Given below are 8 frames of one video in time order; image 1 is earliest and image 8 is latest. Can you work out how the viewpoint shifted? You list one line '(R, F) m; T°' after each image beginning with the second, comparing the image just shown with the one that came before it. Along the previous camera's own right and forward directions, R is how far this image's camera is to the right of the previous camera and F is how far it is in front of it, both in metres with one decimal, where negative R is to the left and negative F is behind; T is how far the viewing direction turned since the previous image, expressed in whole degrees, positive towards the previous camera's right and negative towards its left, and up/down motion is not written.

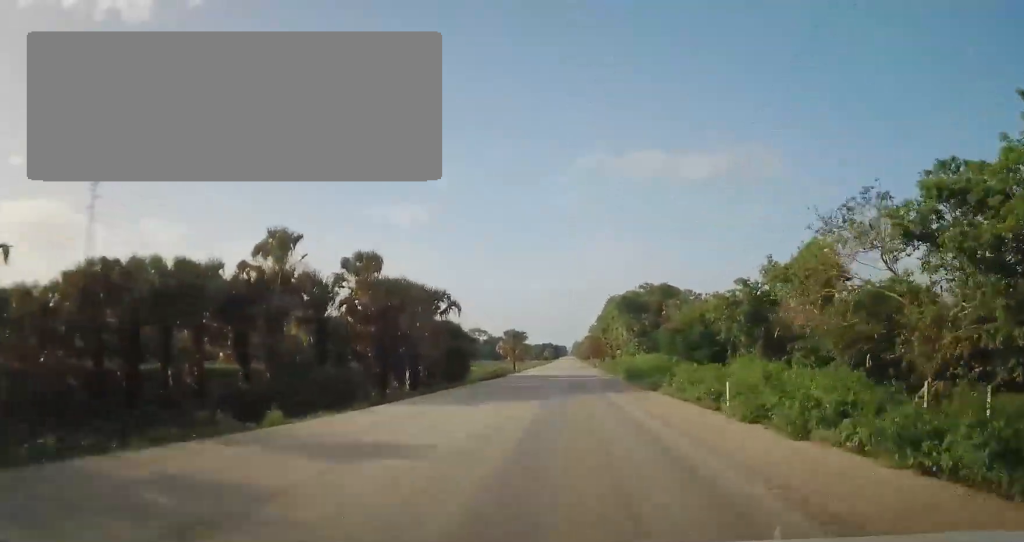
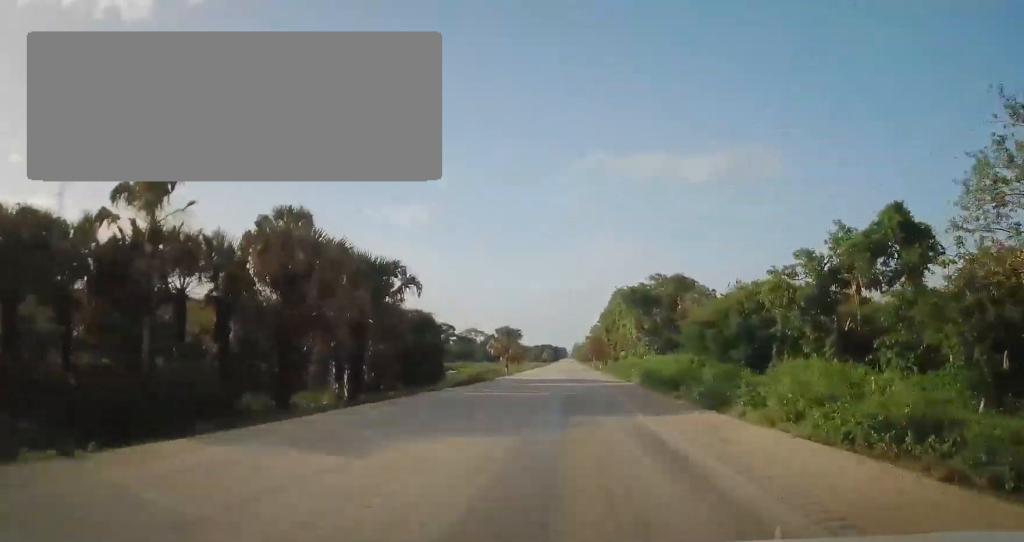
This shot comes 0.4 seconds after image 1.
(-0.2, +12.0) m; 0°
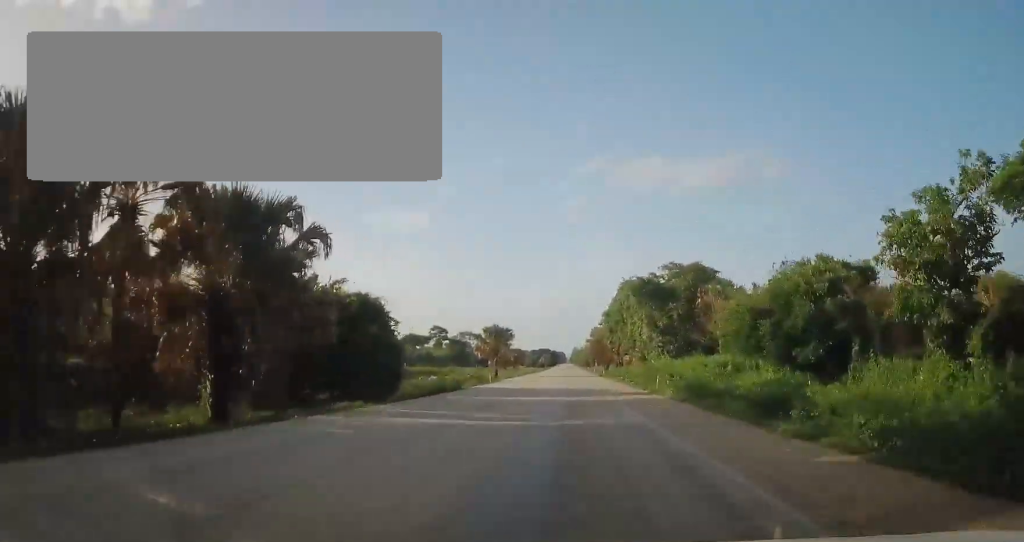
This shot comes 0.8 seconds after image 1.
(-0.1, +12.5) m; -1°
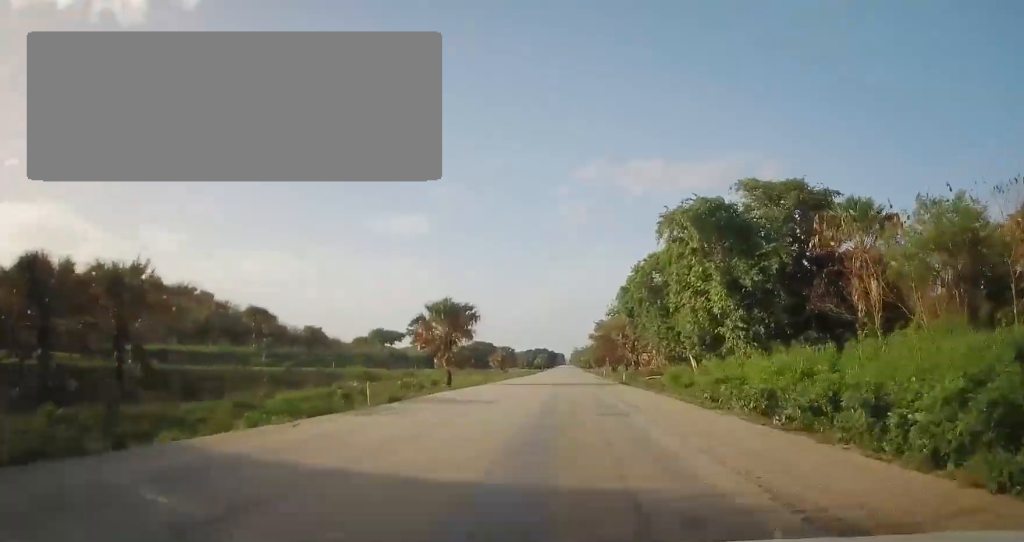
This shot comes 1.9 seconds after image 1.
(-0.1, +31.9) m; 0°
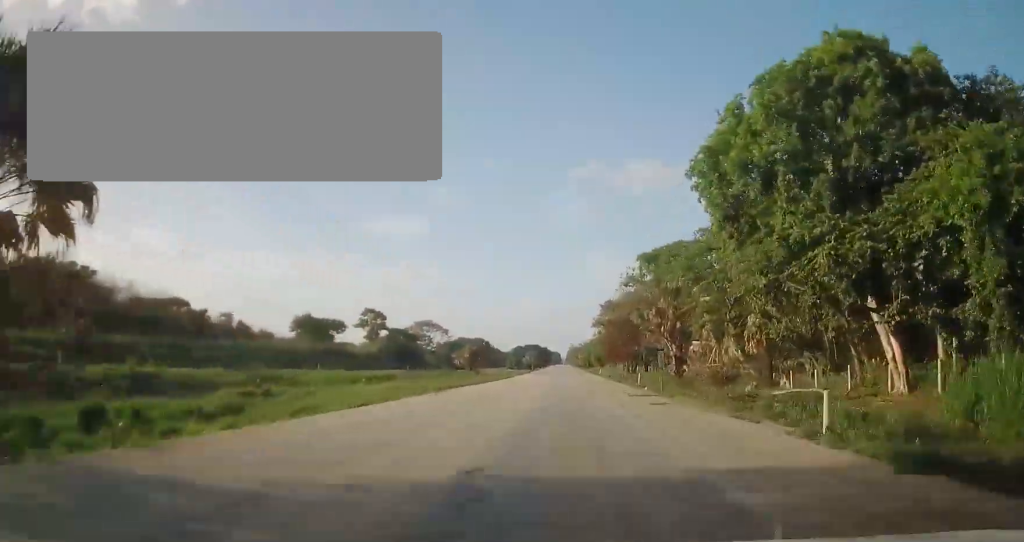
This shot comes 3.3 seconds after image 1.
(+0.7, +42.5) m; +1°
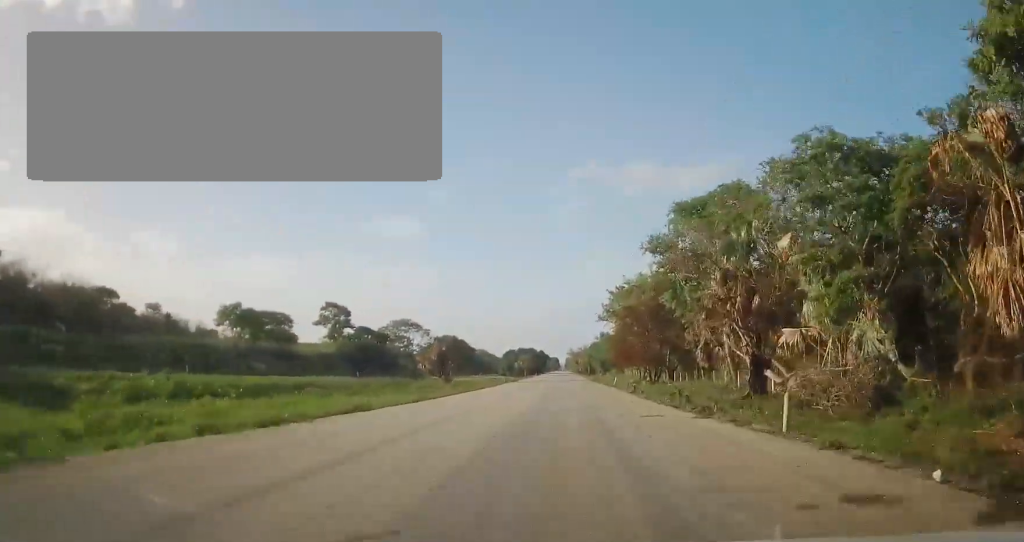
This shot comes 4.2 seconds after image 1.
(0.0, +25.7) m; 0°
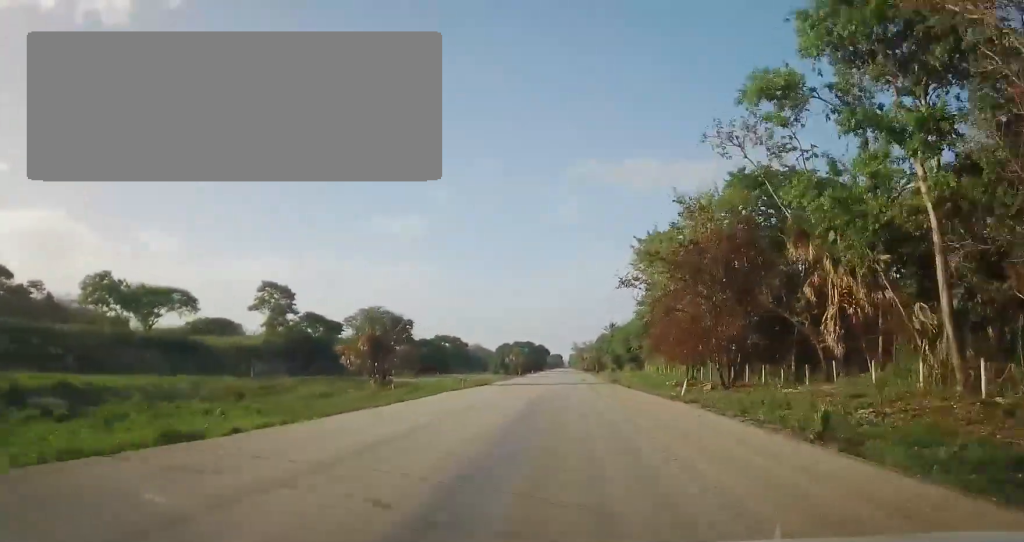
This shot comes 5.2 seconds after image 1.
(-0.1, +30.0) m; 0°
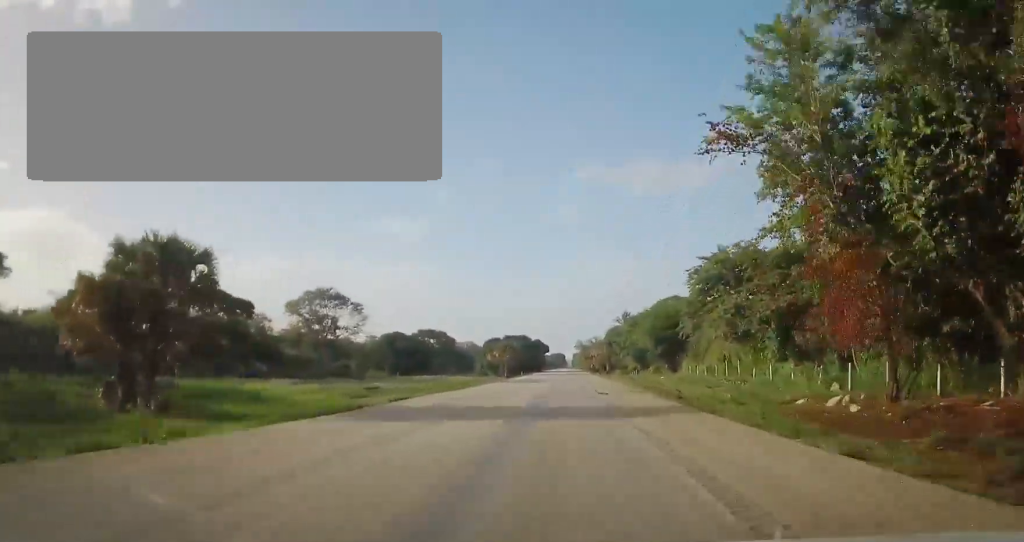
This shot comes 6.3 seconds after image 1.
(+0.1, +33.2) m; 0°
